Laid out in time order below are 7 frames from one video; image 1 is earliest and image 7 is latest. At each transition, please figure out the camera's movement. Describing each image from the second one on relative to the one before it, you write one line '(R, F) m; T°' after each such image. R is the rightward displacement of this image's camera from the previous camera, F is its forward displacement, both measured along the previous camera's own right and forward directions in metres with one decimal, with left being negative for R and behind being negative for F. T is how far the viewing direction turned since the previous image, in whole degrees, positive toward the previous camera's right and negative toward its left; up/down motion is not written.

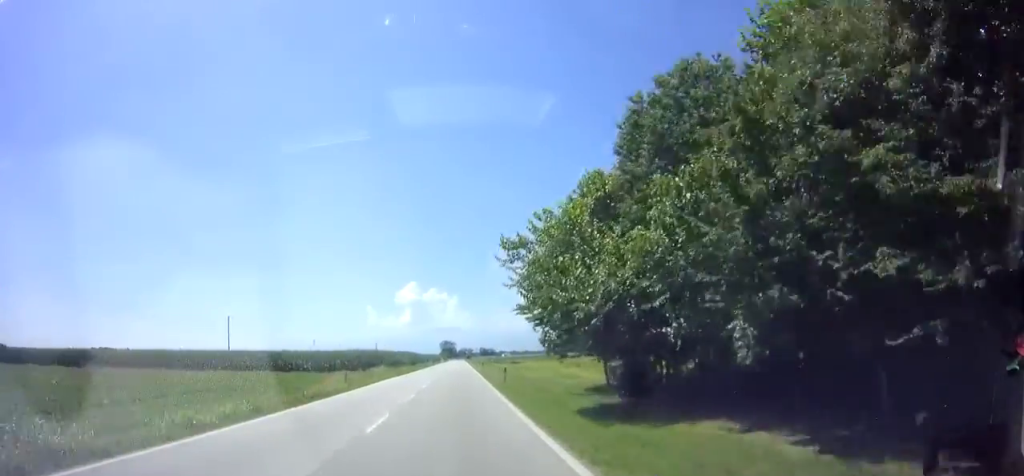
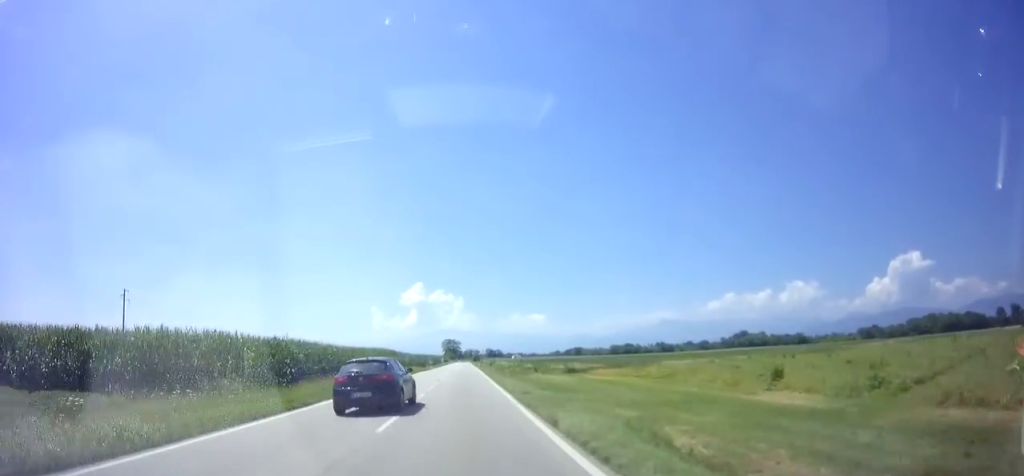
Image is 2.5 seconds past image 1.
(-0.9, +51.3) m; -1°
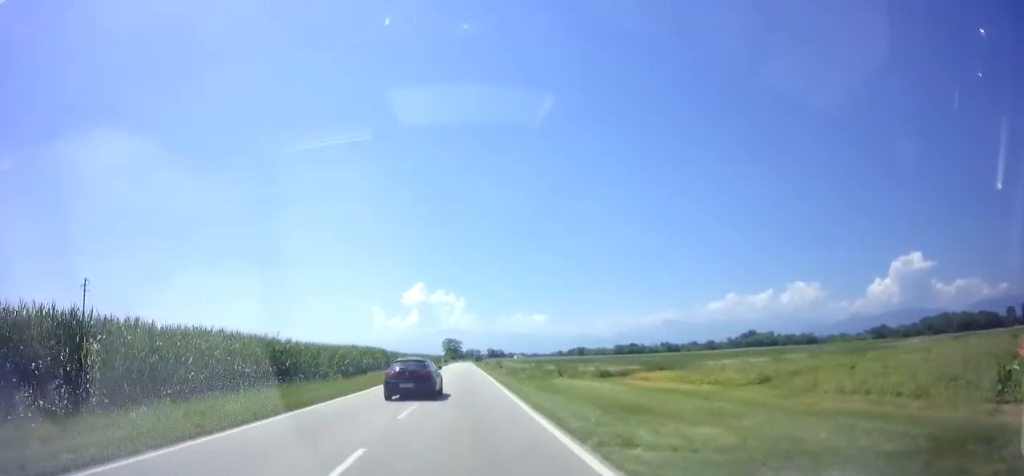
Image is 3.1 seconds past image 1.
(+0.2, +12.3) m; +1°
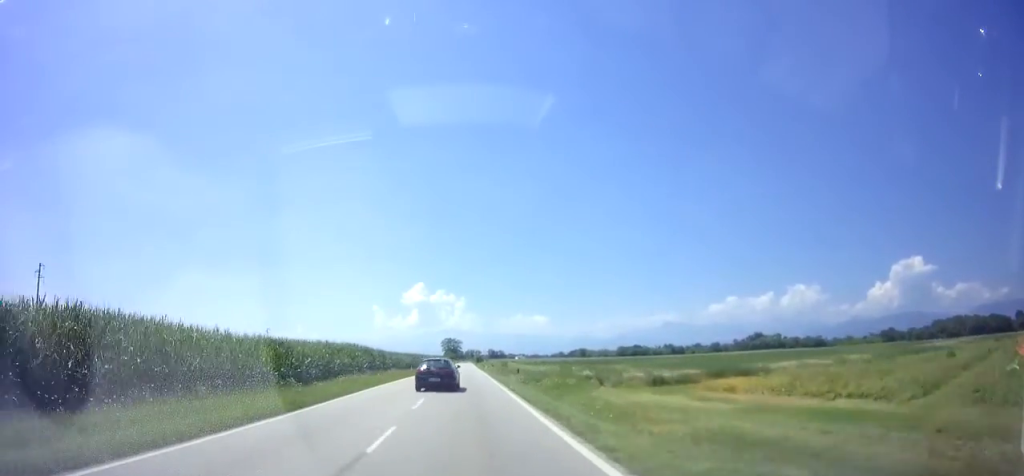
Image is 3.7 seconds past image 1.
(+0.1, +11.7) m; +1°
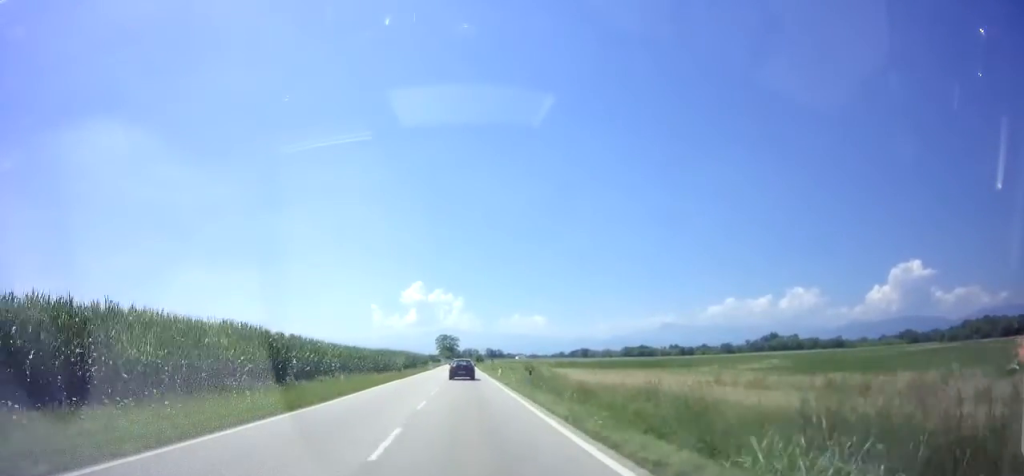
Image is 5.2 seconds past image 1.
(0.0, +30.4) m; 0°
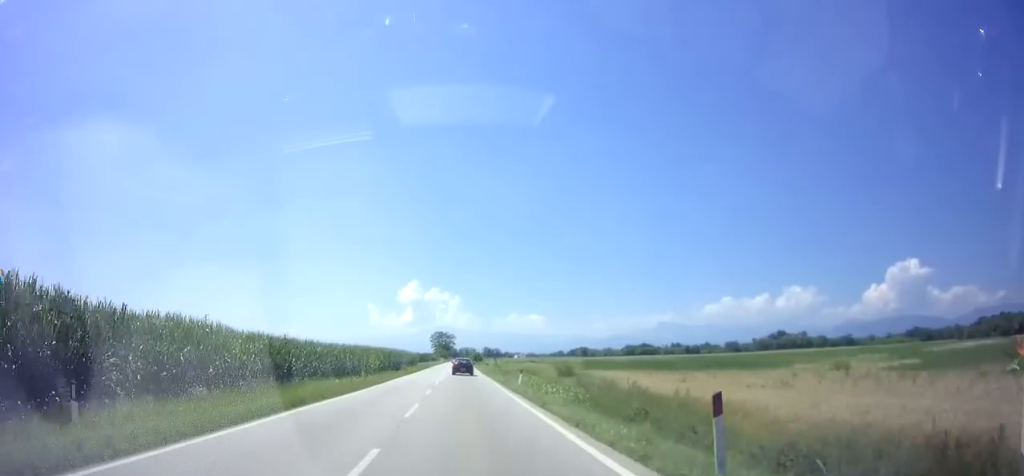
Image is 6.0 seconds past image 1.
(0.0, +16.8) m; 0°
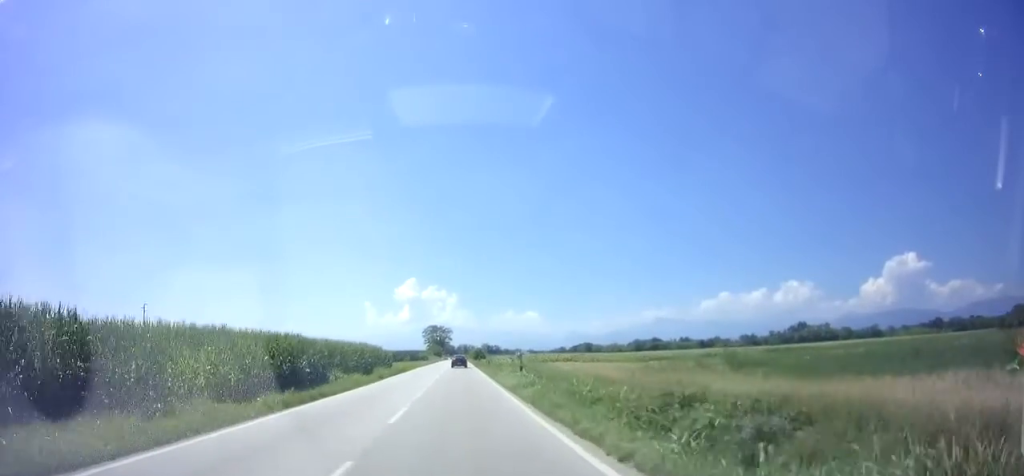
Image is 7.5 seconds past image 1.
(-0.1, +32.4) m; 0°
